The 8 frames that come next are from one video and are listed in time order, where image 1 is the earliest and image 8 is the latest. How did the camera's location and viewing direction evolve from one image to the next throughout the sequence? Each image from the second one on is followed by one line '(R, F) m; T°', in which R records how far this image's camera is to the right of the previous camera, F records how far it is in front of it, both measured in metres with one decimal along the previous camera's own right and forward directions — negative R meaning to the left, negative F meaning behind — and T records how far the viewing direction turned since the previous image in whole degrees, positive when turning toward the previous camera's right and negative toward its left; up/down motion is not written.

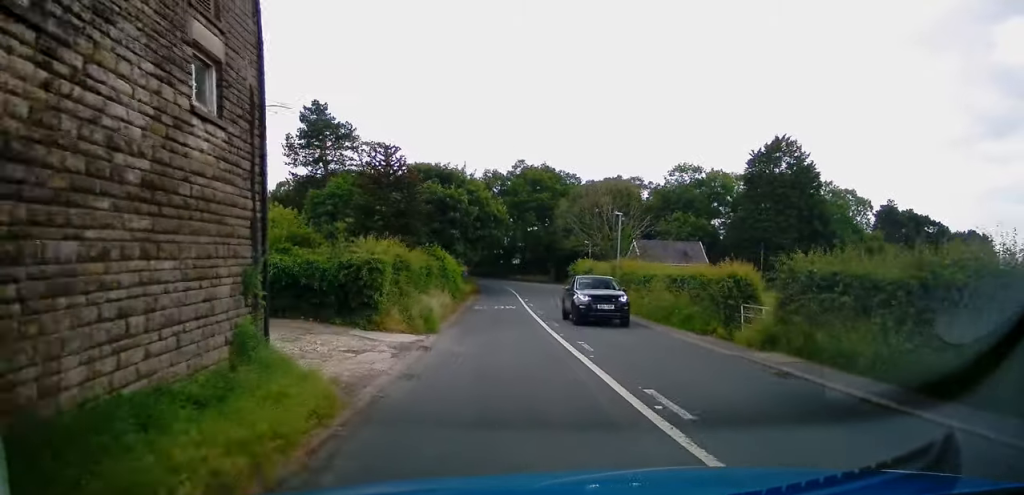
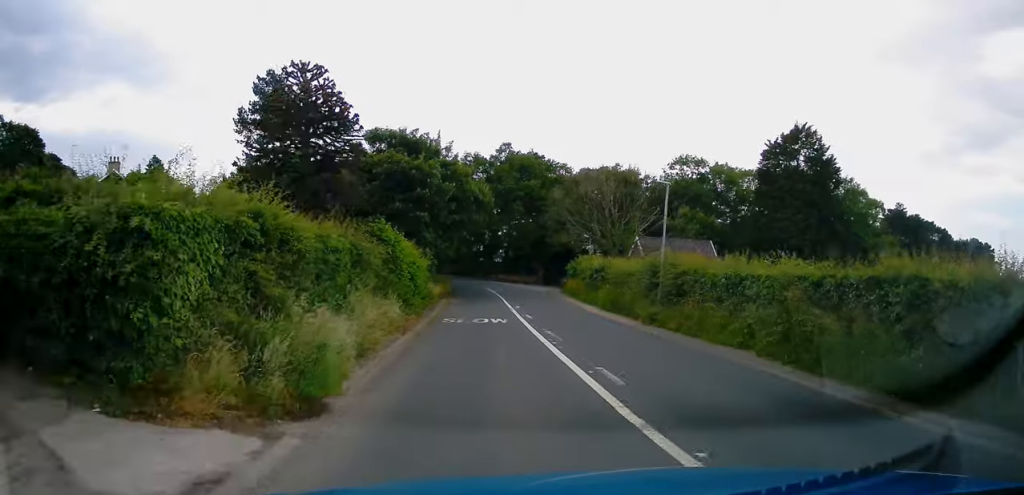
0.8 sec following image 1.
(+0.3, +11.3) m; +4°
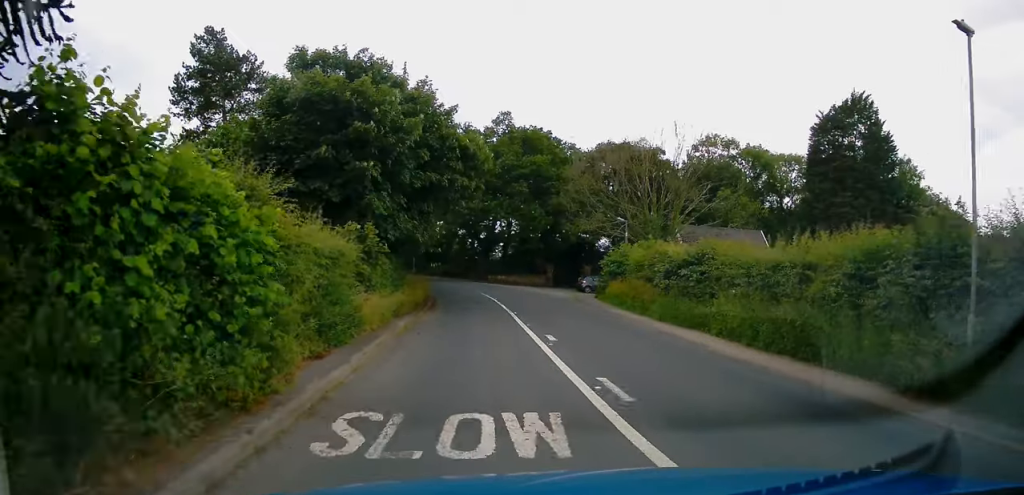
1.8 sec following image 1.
(+0.7, +15.6) m; +1°
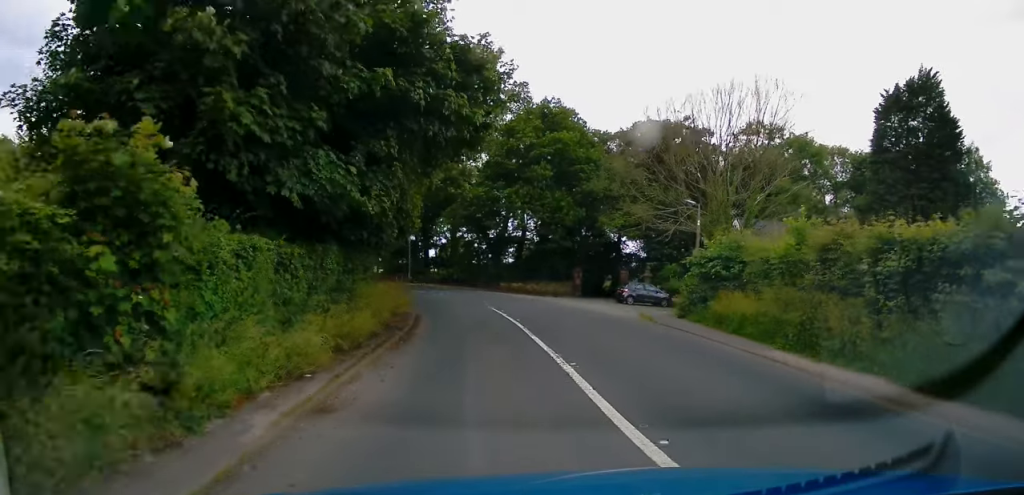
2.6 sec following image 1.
(-0.2, +11.7) m; -2°
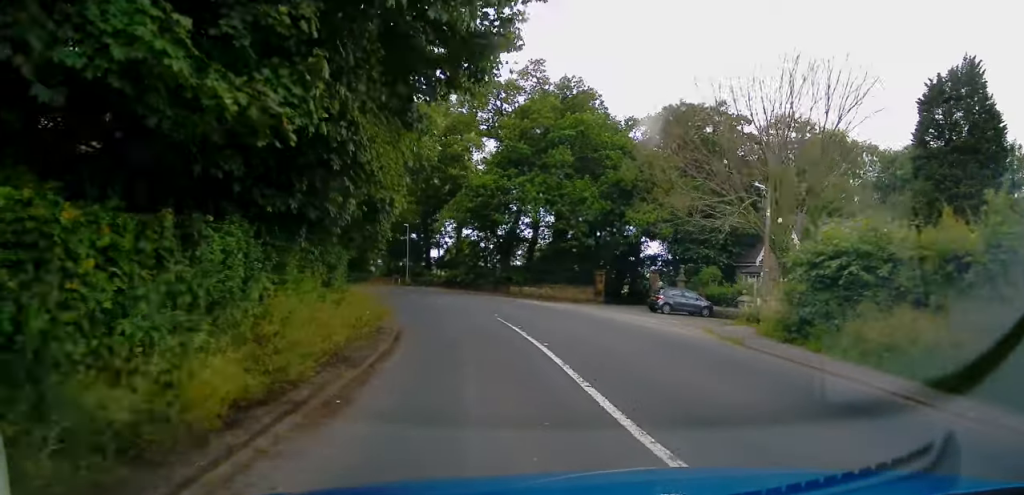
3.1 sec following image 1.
(-0.1, +6.7) m; -1°
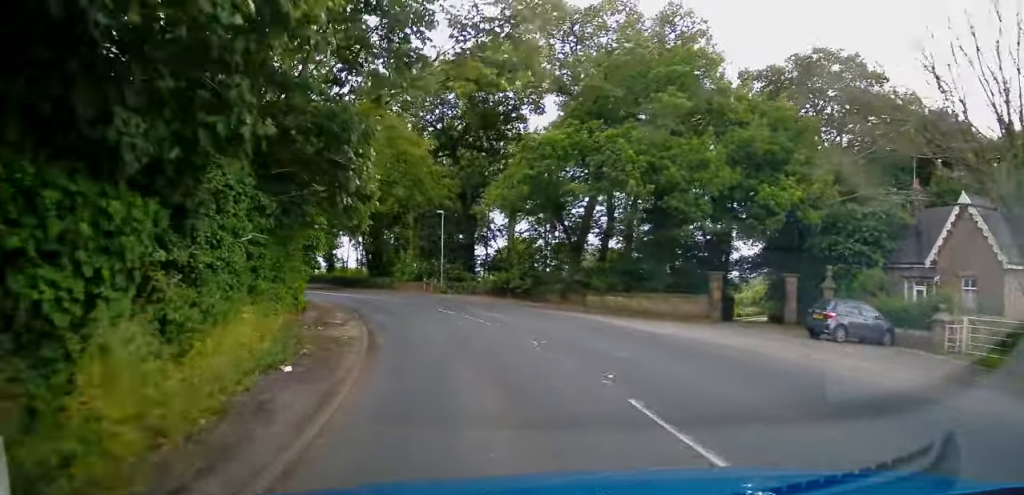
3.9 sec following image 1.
(-0.2, +12.9) m; -3°
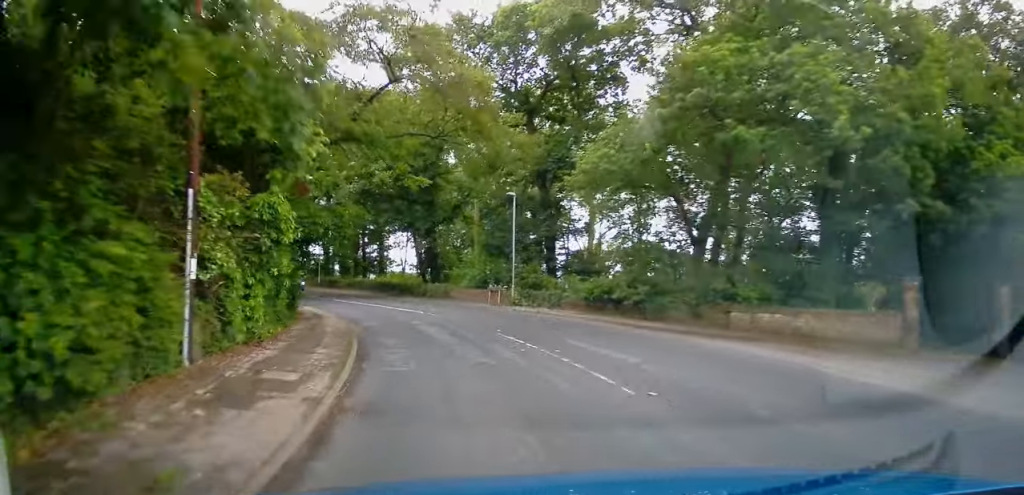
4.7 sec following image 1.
(0.0, +10.6) m; -4°
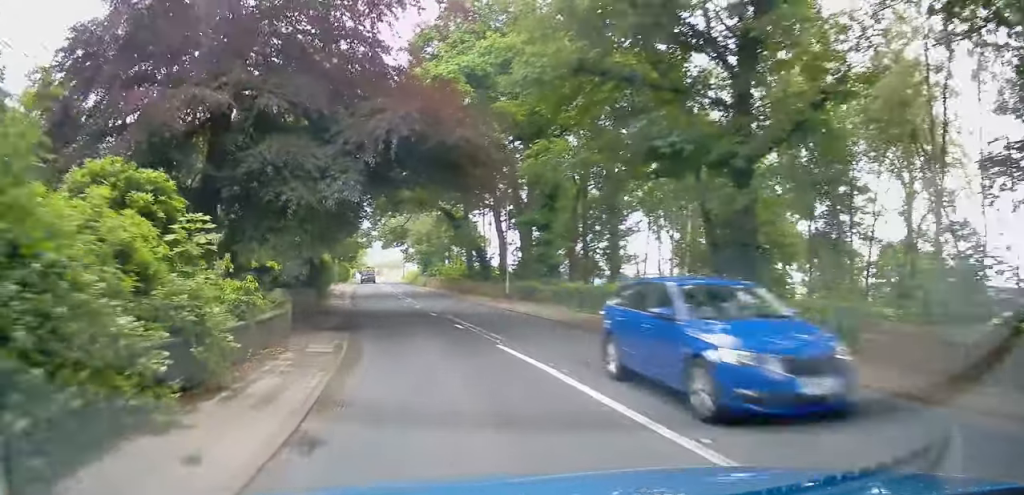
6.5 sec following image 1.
(-3.7, +25.3) m; -16°
